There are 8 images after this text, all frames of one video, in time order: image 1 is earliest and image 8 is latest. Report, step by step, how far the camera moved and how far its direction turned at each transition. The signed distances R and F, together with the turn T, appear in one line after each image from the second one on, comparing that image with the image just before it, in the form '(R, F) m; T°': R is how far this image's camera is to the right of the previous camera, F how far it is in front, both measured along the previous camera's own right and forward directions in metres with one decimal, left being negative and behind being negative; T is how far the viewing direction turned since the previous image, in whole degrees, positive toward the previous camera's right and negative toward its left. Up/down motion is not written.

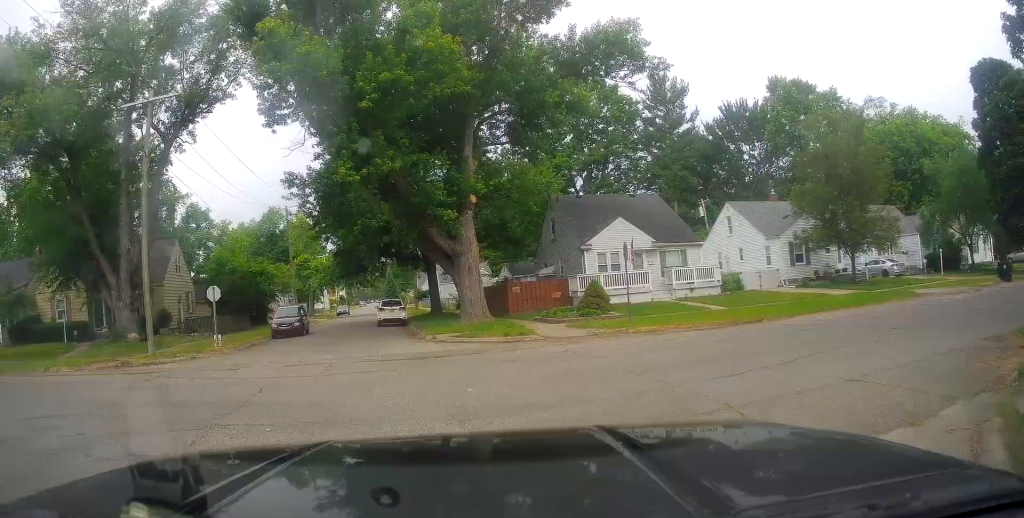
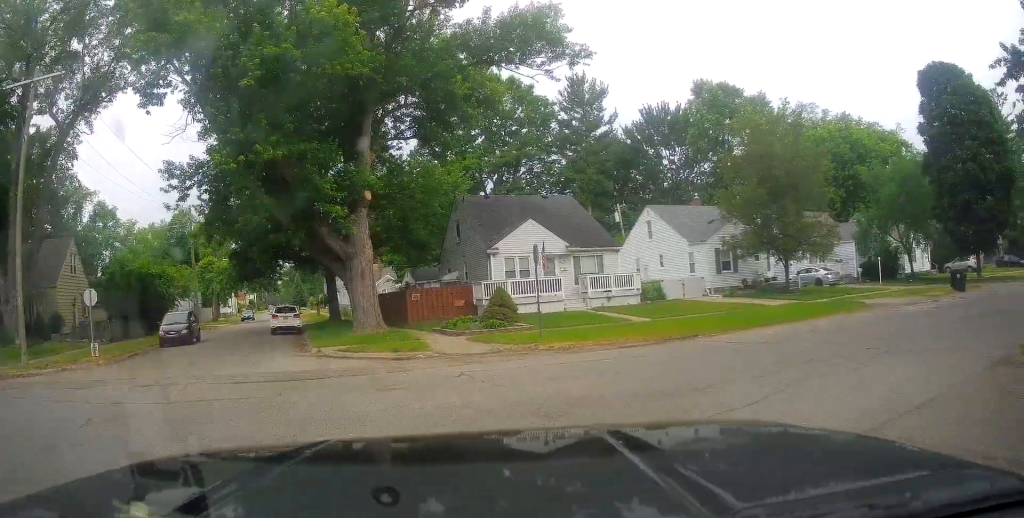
(-0.1, +3.2) m; +10°
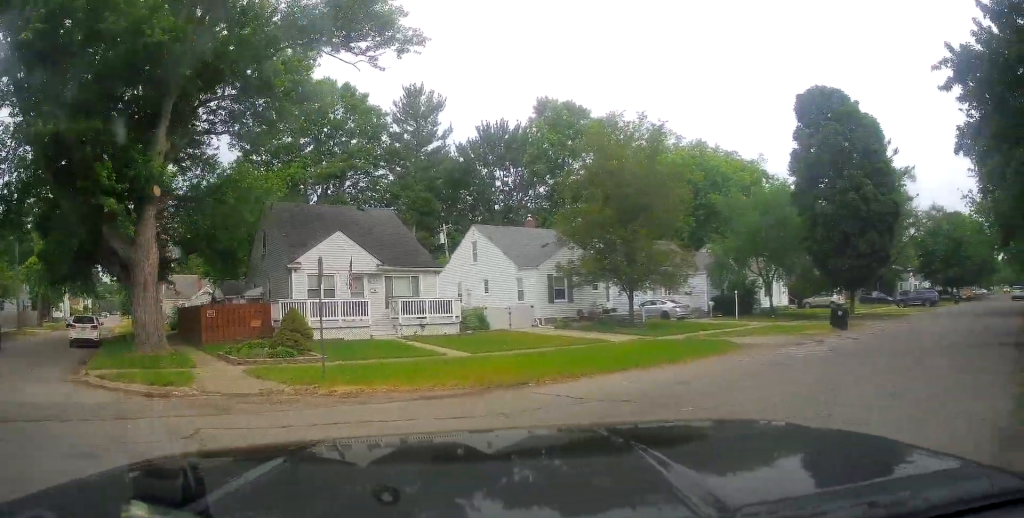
(+0.8, +3.6) m; +25°
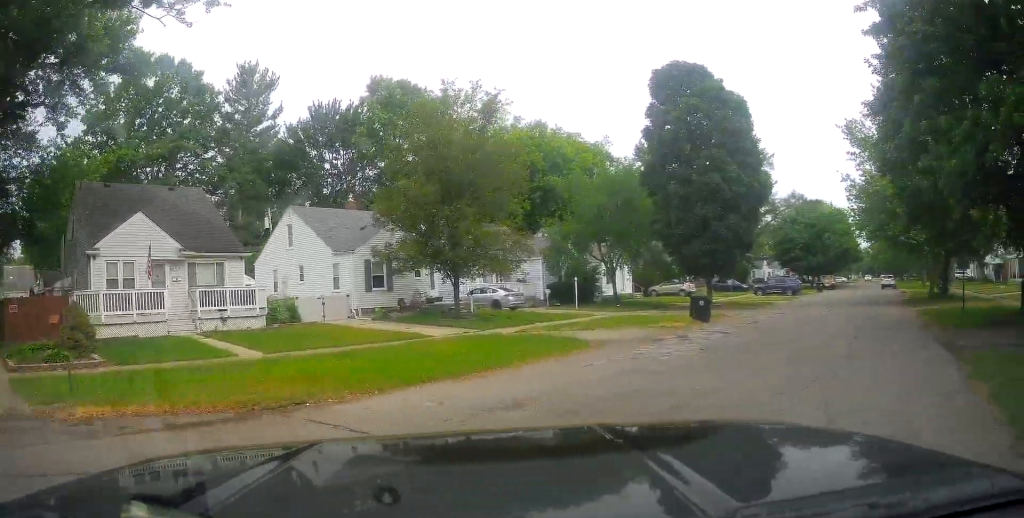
(+0.5, +2.8) m; +12°
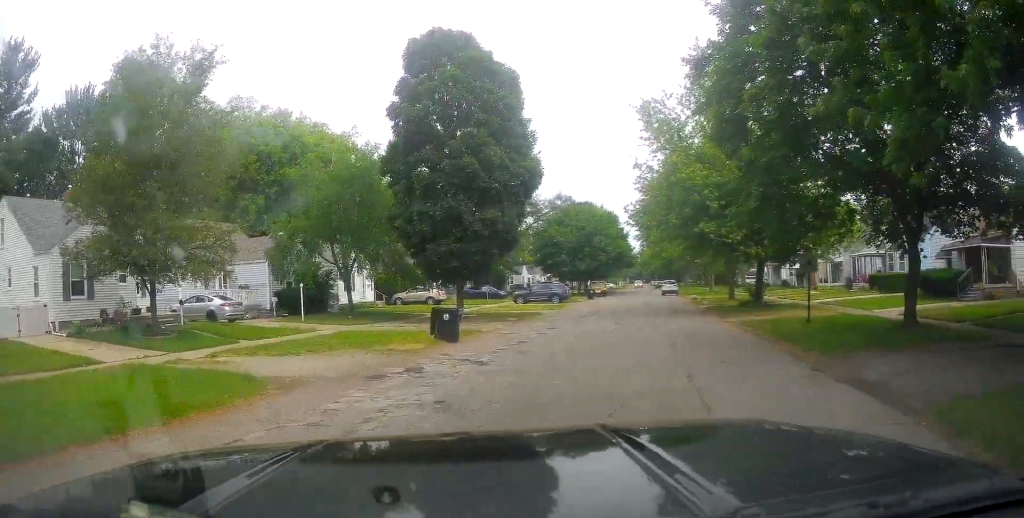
(+0.8, +5.3) m; +12°
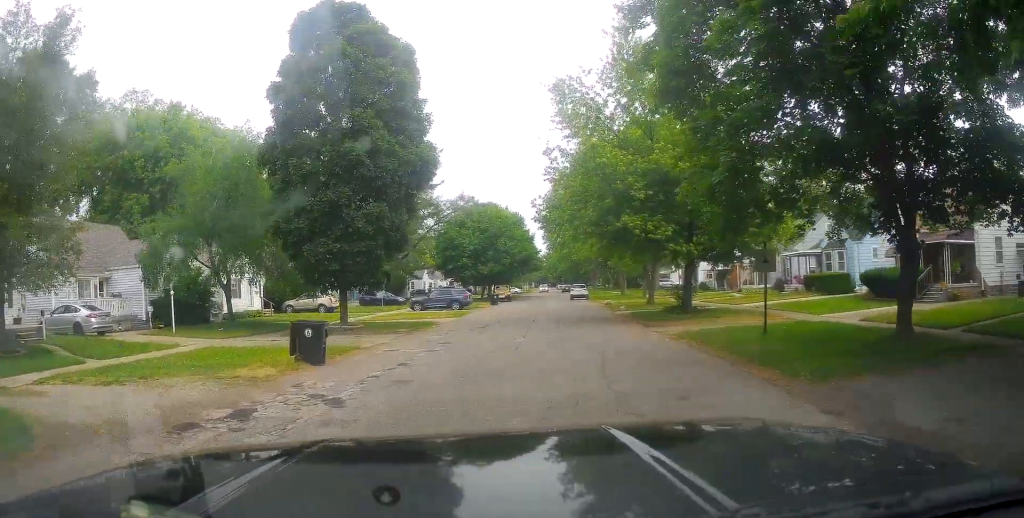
(-0.4, +3.3) m; +7°
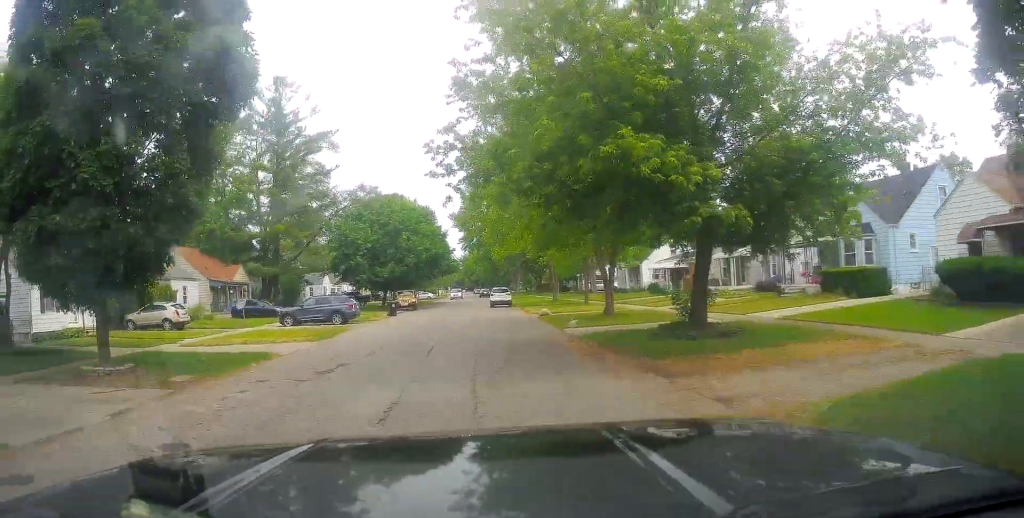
(+2.7, +10.3) m; +18°
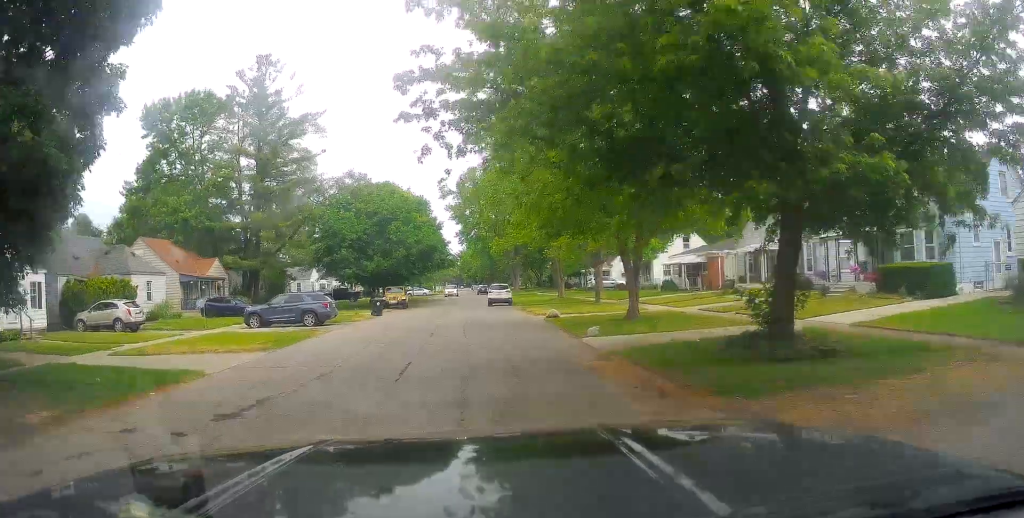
(+0.1, +4.4) m; +2°
